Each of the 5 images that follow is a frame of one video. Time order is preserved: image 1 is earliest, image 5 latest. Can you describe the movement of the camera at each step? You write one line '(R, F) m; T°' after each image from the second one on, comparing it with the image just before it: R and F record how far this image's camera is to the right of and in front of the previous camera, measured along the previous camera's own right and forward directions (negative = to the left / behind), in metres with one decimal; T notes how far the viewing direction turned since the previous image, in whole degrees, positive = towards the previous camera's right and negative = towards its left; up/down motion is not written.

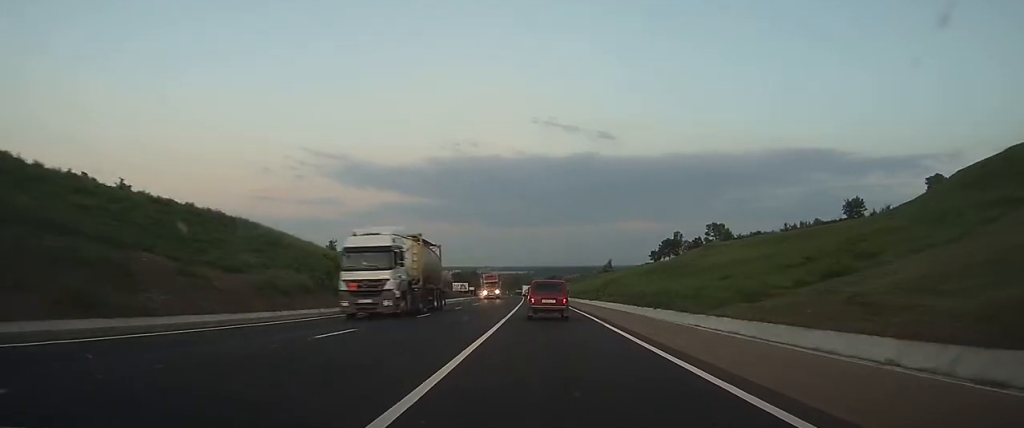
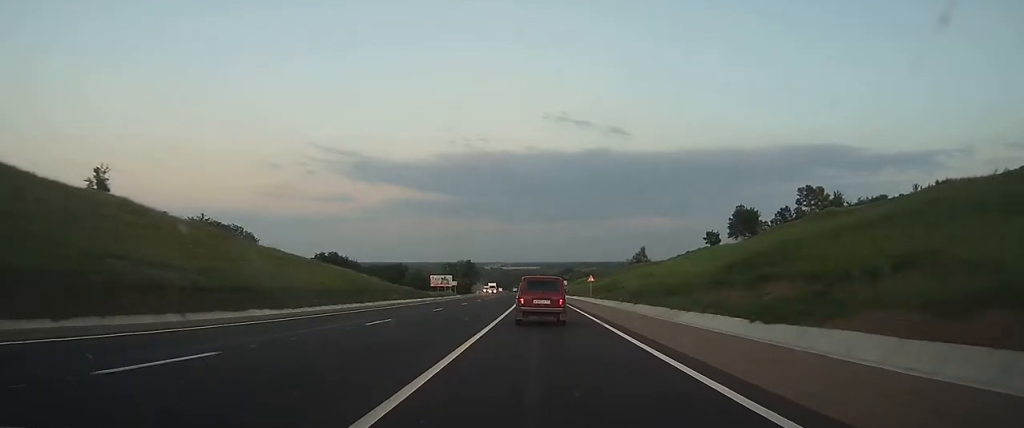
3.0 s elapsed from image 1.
(-0.8, +67.1) m; -2°
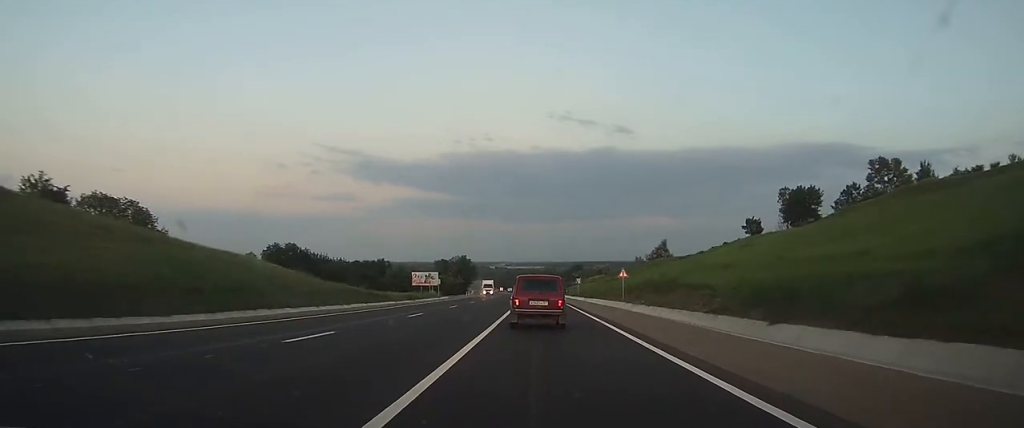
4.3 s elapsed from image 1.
(-0.1, +30.2) m; -1°
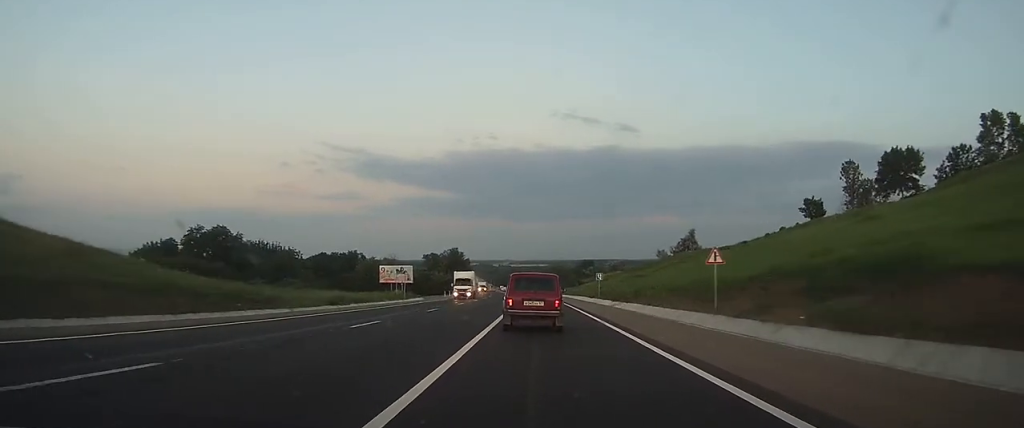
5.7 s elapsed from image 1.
(-0.2, +31.5) m; 0°
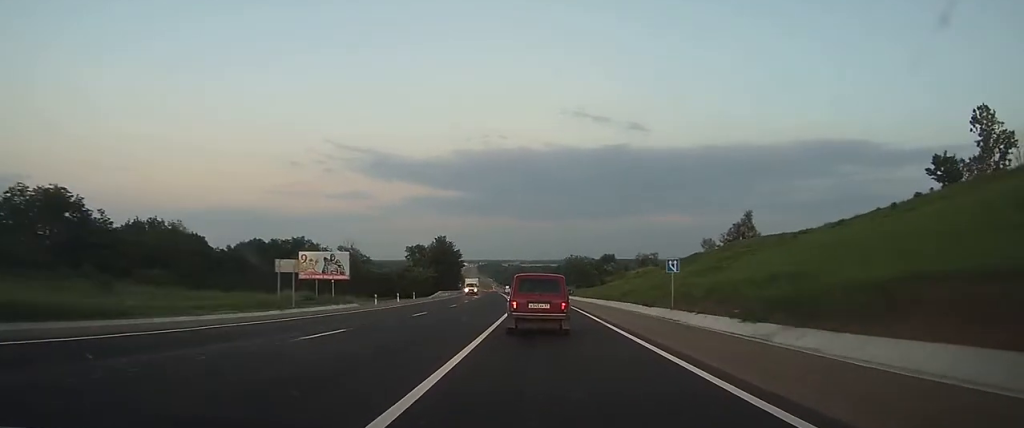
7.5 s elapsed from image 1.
(-0.3, +40.2) m; -1°
